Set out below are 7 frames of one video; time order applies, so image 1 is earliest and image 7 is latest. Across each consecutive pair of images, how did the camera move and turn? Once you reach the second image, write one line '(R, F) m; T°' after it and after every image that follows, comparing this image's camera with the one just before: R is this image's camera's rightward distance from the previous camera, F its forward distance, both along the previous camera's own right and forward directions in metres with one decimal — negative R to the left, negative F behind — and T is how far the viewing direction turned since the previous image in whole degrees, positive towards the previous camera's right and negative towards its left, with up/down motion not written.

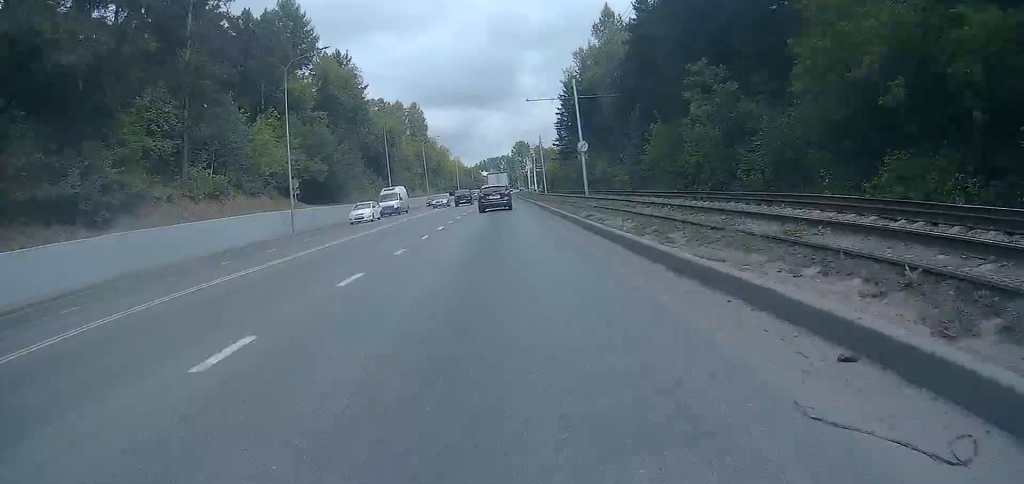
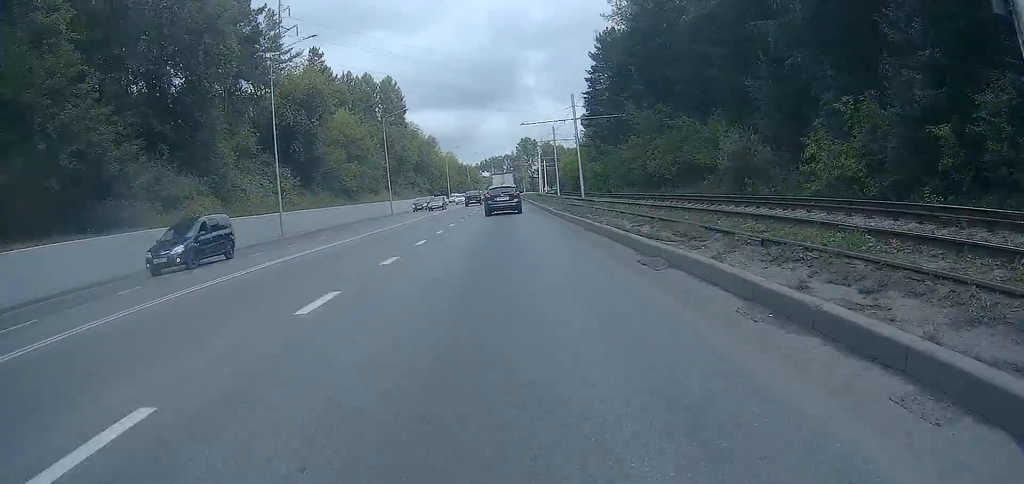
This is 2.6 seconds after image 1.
(-1.0, +42.0) m; -2°
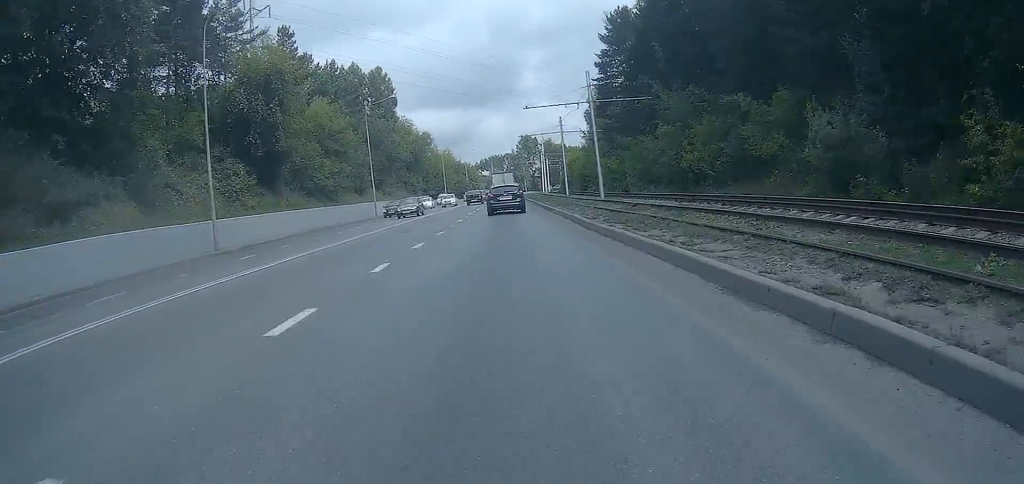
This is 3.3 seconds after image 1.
(+0.1, +10.6) m; 0°
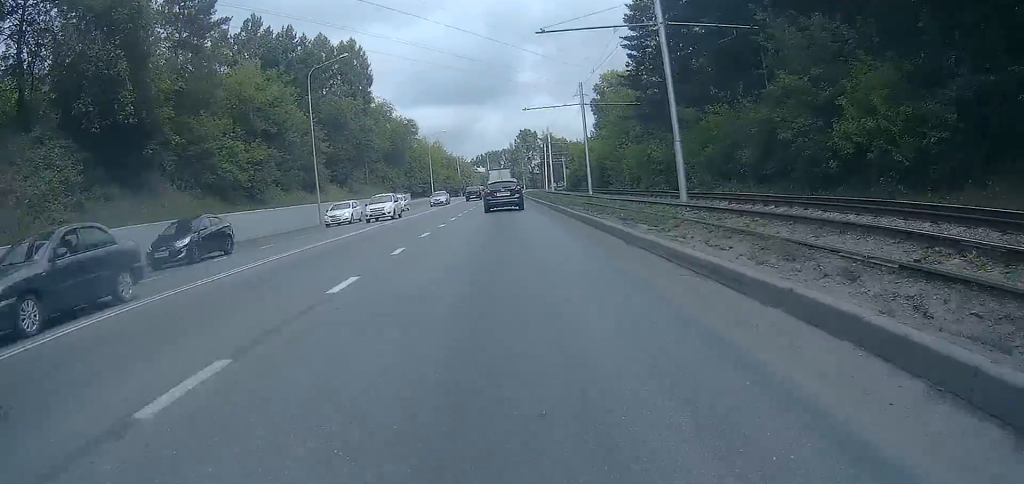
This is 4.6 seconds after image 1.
(0.0, +20.0) m; +1°
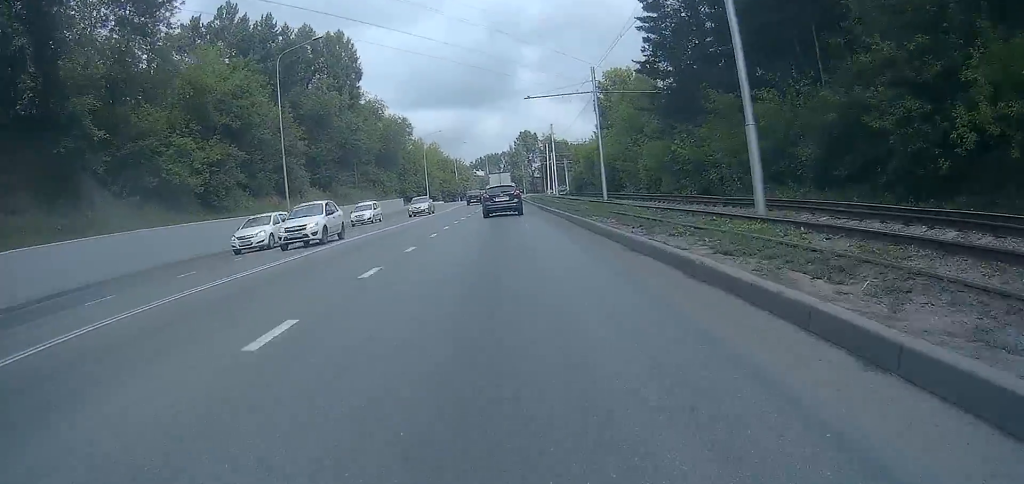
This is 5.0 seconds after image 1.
(+0.1, +6.8) m; +1°
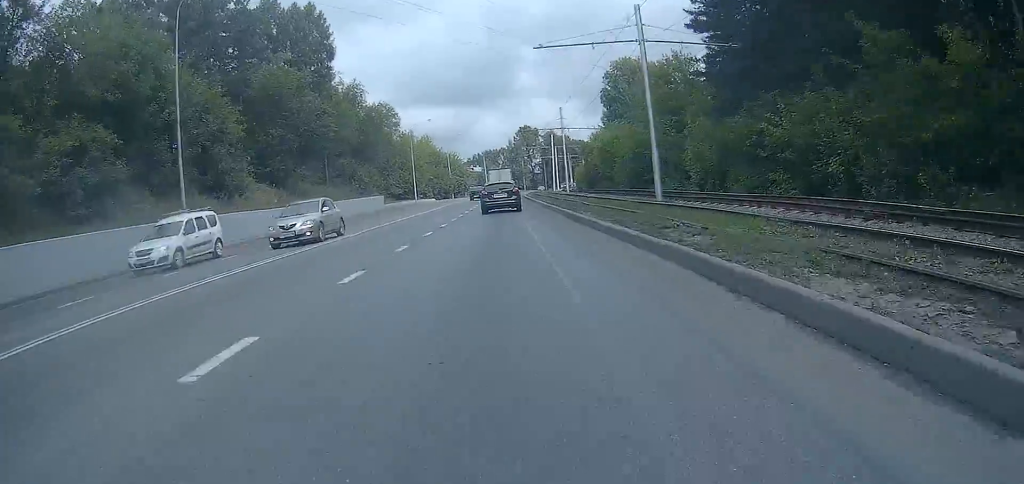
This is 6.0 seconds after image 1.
(+0.2, +13.8) m; +1°
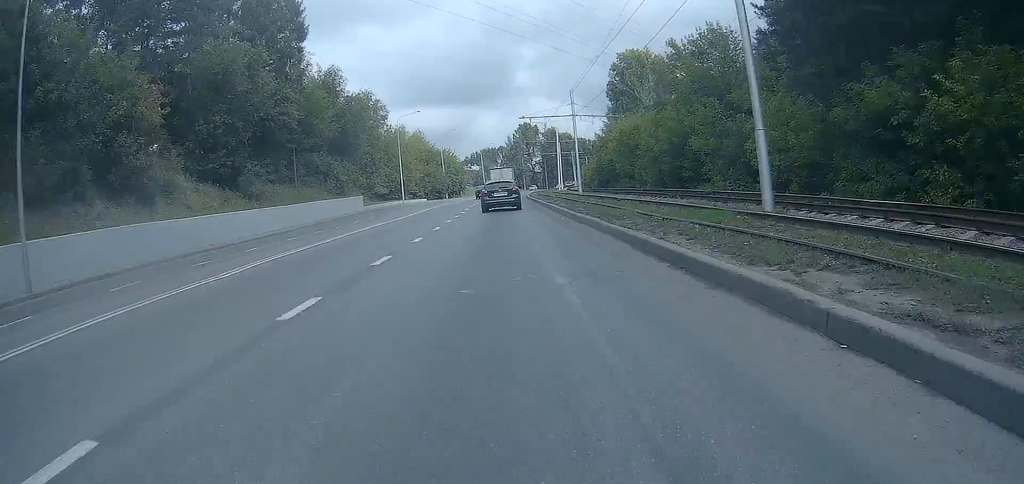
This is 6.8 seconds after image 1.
(0.0, +10.5) m; 0°
